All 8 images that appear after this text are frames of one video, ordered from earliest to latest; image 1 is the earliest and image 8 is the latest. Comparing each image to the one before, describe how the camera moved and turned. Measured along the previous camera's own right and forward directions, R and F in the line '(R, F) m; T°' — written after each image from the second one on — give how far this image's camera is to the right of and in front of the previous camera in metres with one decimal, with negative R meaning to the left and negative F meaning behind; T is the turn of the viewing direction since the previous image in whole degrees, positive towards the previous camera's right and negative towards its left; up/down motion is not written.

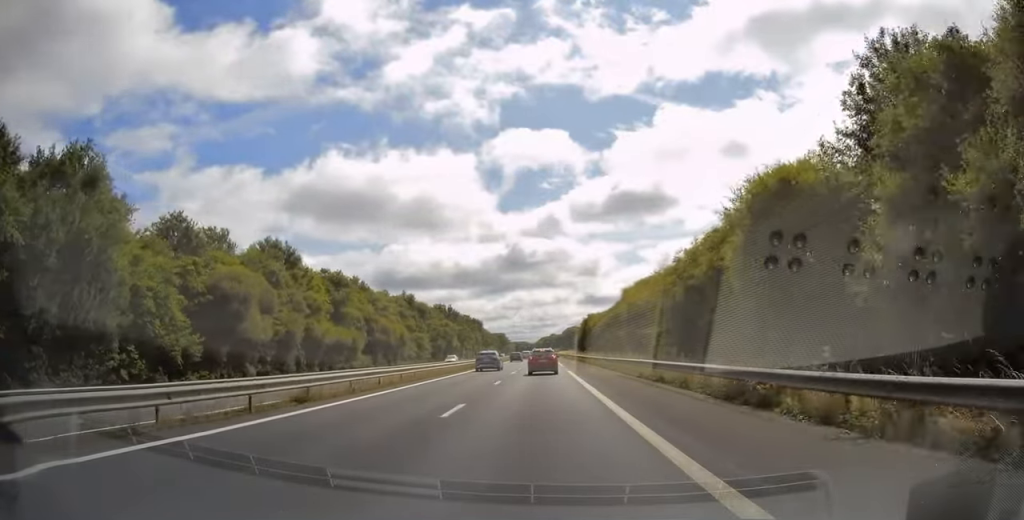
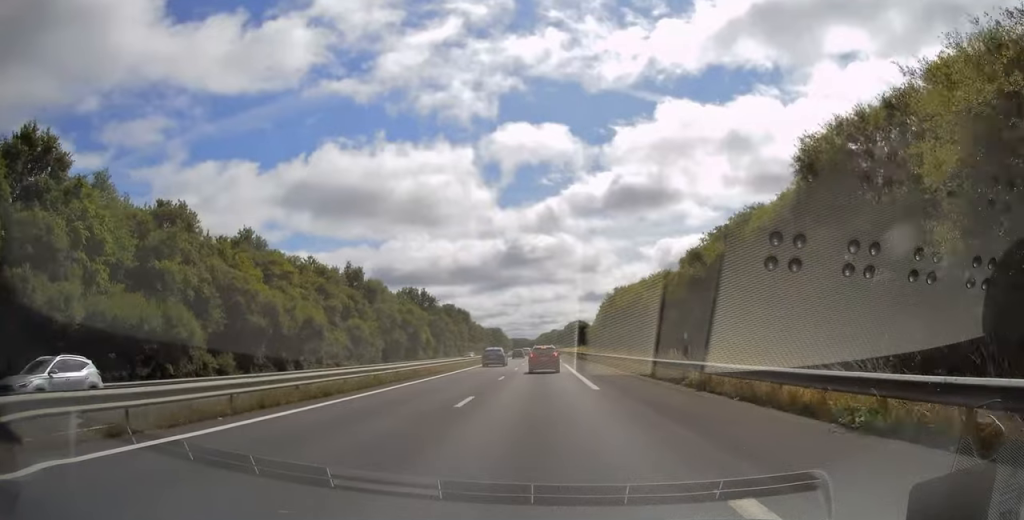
(-0.4, +36.8) m; -1°
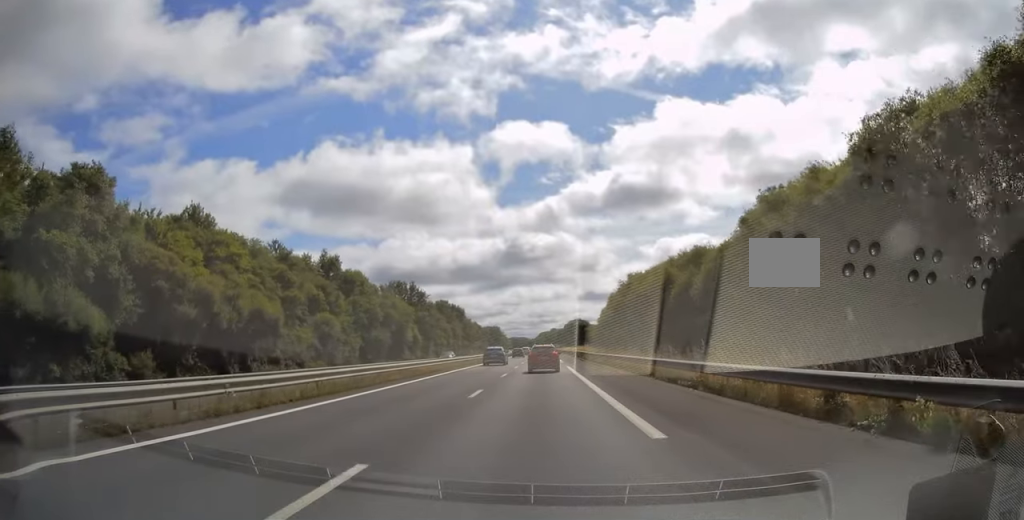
(0.0, +10.4) m; 0°
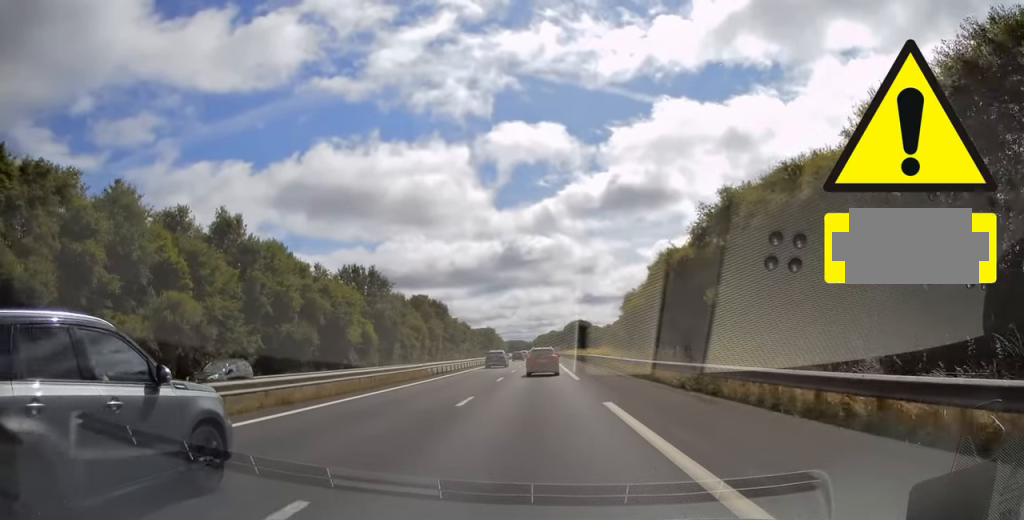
(+0.3, +28.2) m; +1°
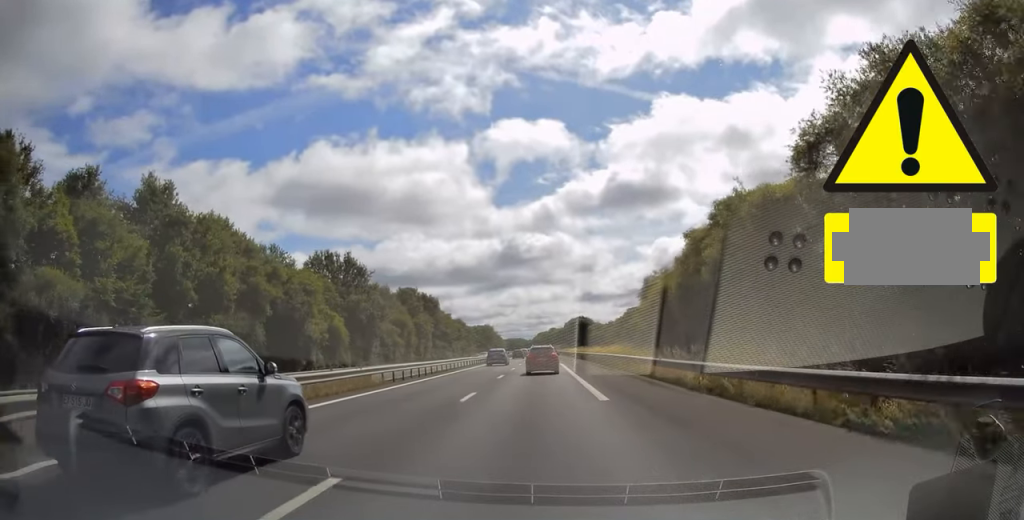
(0.0, +12.3) m; 0°
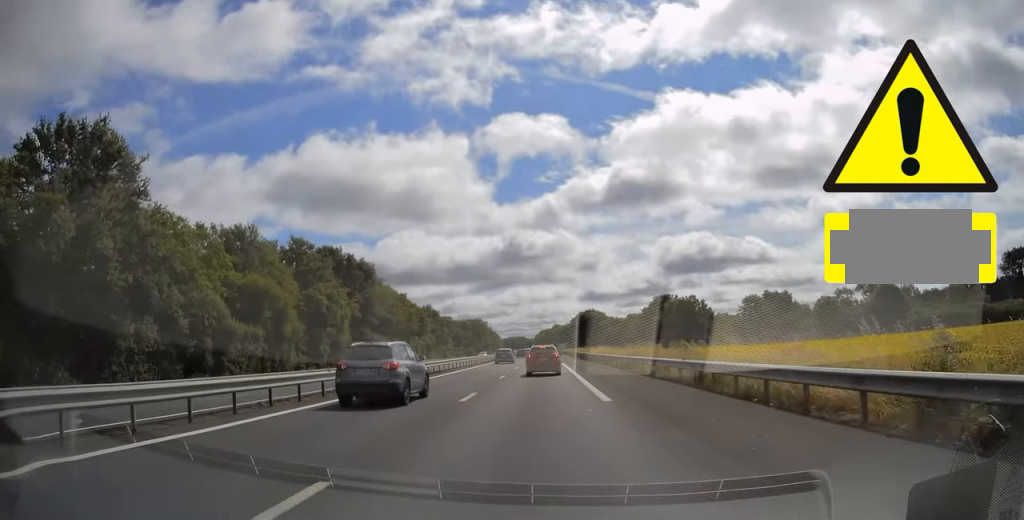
(-0.1, +52.4) m; 0°
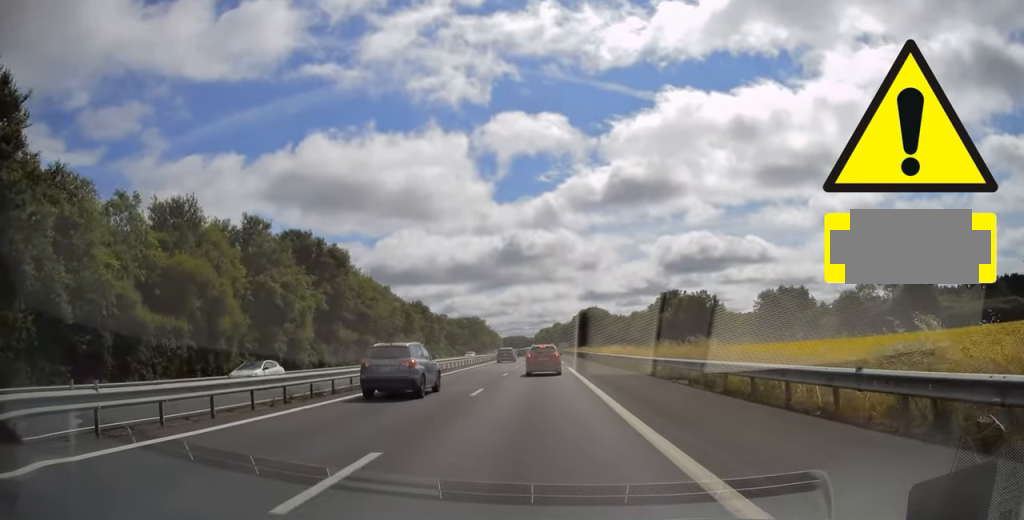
(-0.1, +11.2) m; -1°
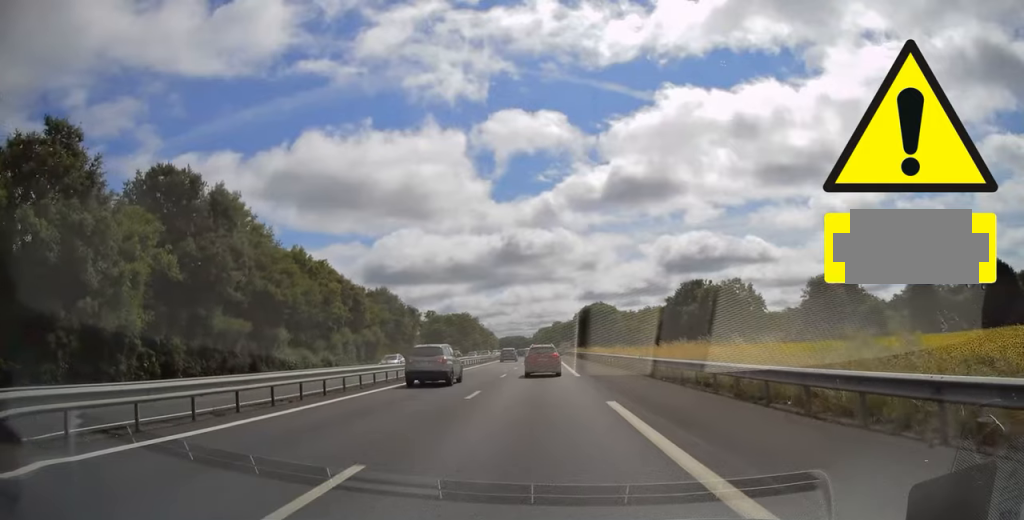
(-0.1, +27.1) m; 0°
